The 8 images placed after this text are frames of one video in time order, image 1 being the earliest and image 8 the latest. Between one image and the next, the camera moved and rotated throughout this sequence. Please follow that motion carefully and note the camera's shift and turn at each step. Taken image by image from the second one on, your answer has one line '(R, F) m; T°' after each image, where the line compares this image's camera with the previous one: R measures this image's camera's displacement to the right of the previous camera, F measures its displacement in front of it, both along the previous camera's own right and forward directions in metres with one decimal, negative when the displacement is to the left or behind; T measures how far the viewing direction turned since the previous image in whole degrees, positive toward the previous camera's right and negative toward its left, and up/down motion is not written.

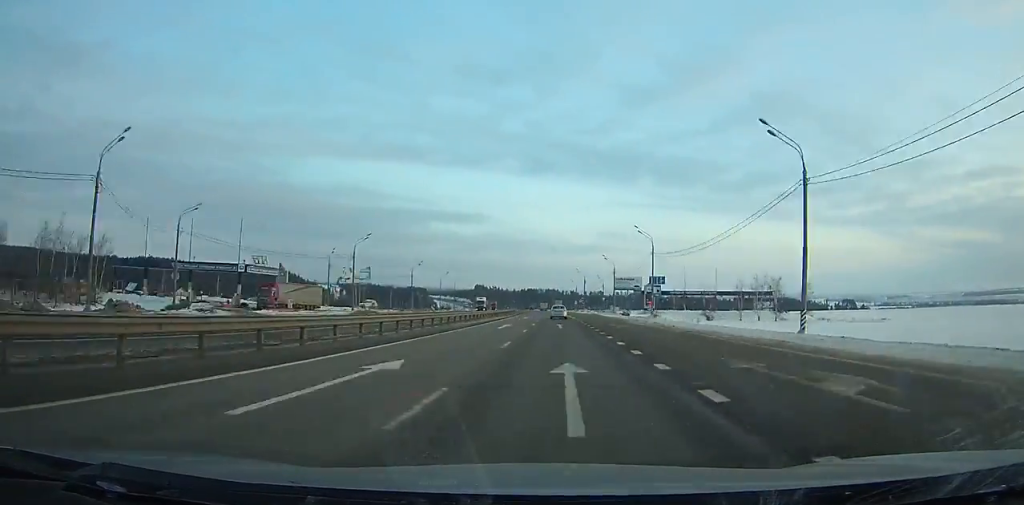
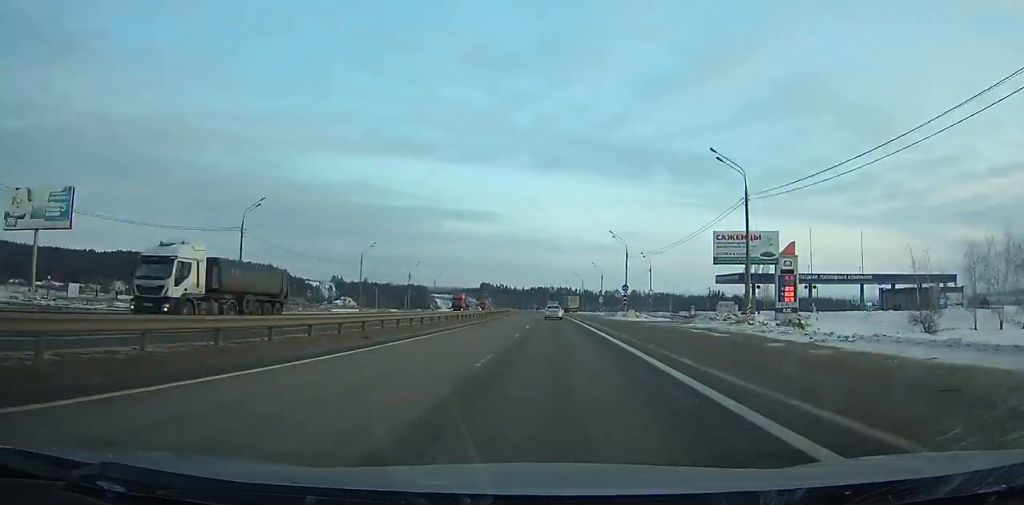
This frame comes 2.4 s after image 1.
(-1.2, +75.3) m; -2°
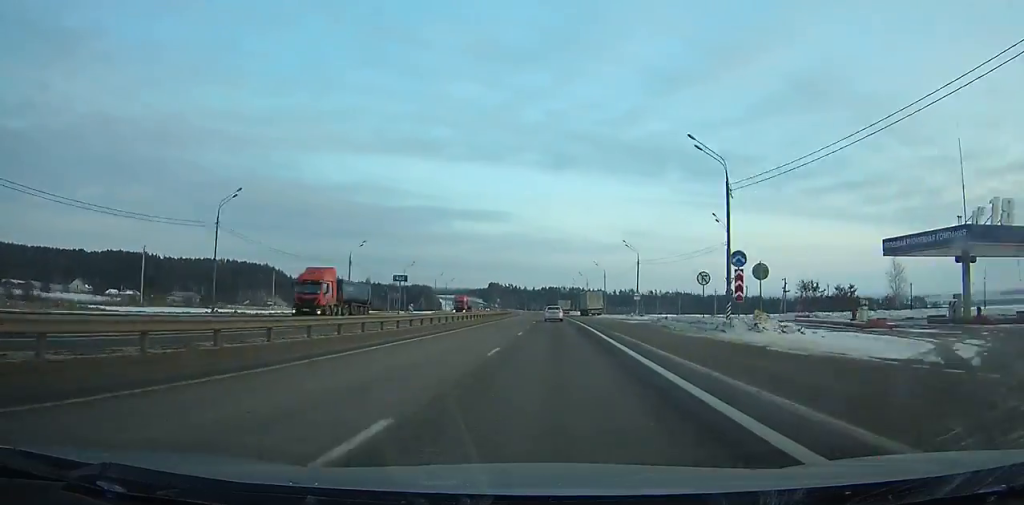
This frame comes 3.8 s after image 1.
(0.0, +44.0) m; -1°
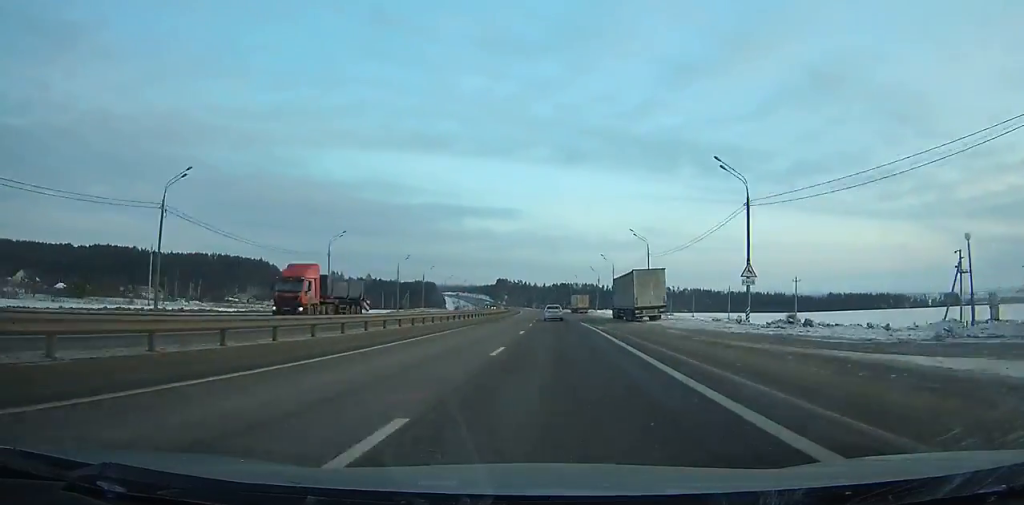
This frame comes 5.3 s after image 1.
(-0.8, +46.7) m; -1°
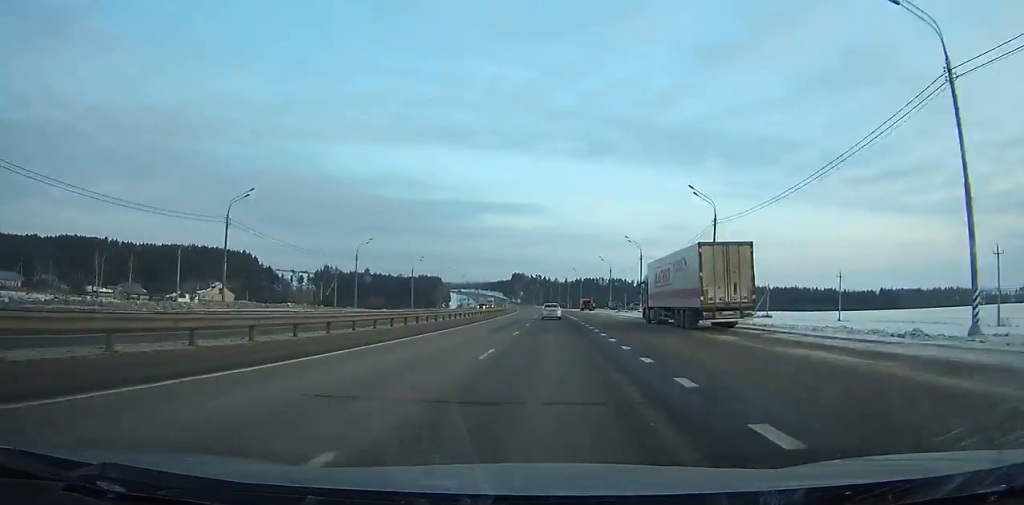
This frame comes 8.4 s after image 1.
(-1.8, +96.3) m; -2°
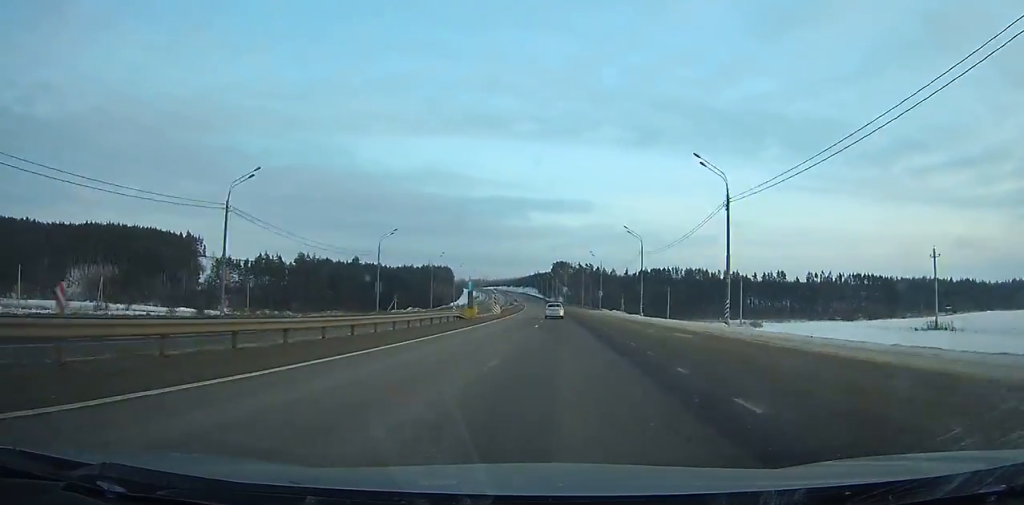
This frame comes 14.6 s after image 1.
(-7.8, +191.5) m; -4°
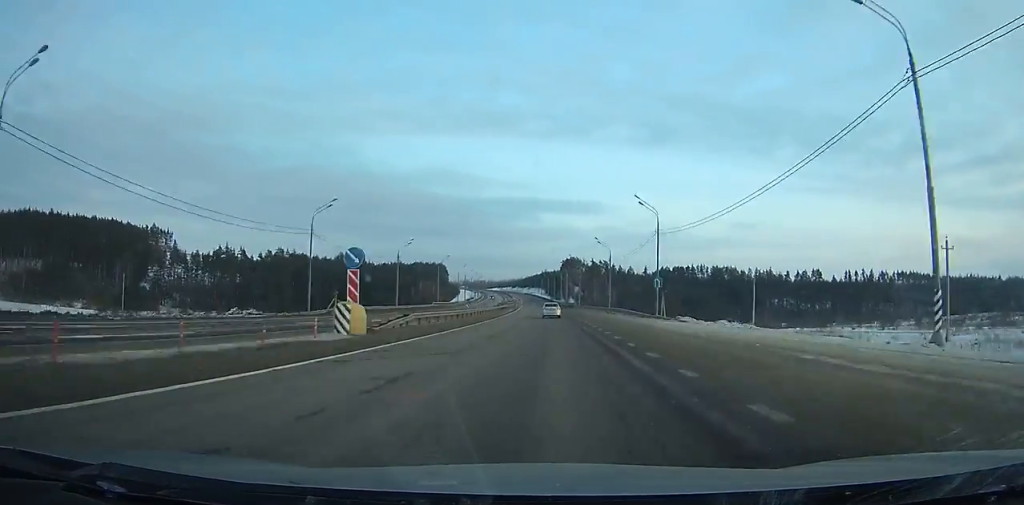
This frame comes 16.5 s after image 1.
(-0.6, +58.7) m; -1°
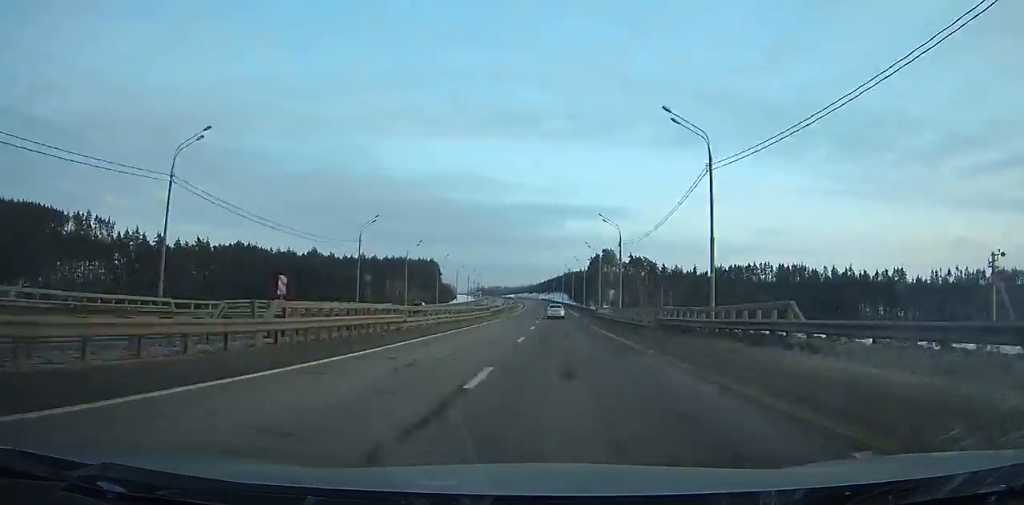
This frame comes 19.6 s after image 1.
(-1.9, +95.8) m; -2°
